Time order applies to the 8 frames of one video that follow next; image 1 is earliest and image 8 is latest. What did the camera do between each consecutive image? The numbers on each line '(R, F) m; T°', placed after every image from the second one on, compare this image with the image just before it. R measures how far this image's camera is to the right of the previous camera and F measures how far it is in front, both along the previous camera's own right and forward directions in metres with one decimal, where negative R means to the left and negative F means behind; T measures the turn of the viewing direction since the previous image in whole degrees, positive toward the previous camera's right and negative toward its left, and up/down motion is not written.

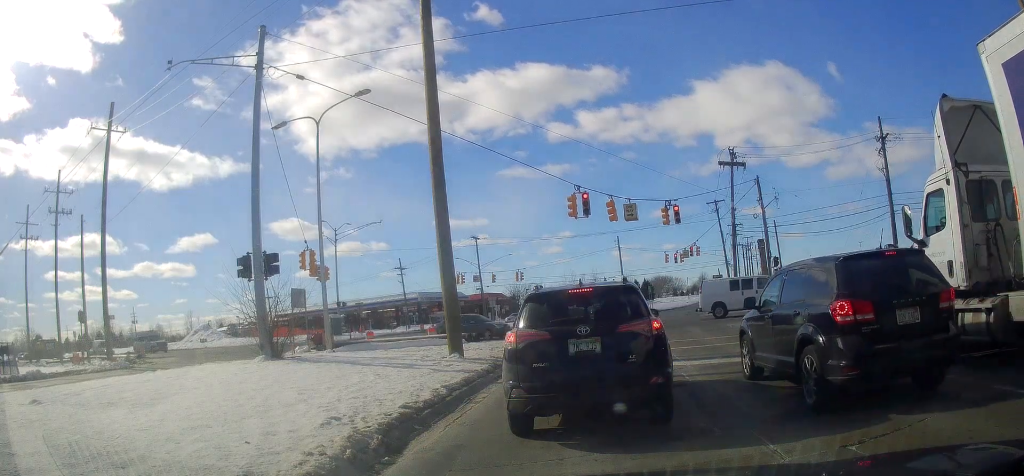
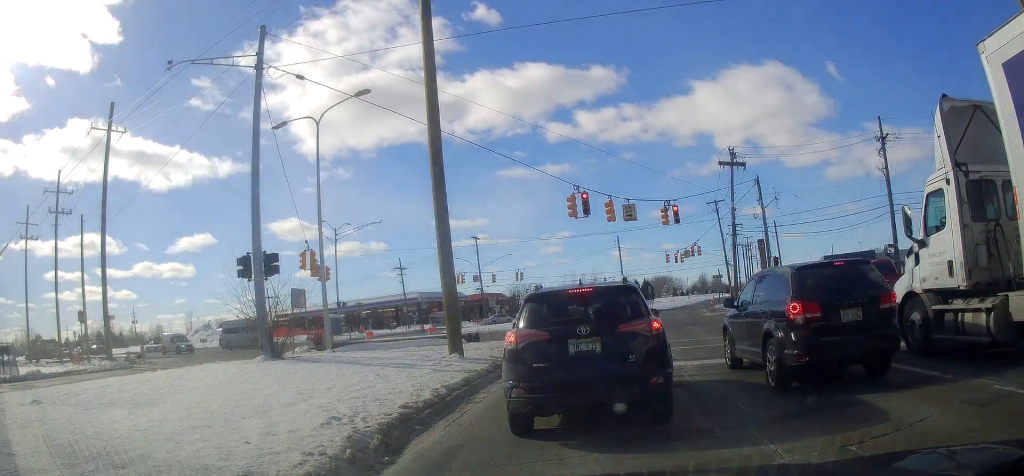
(0.0, 0.0) m; 0°
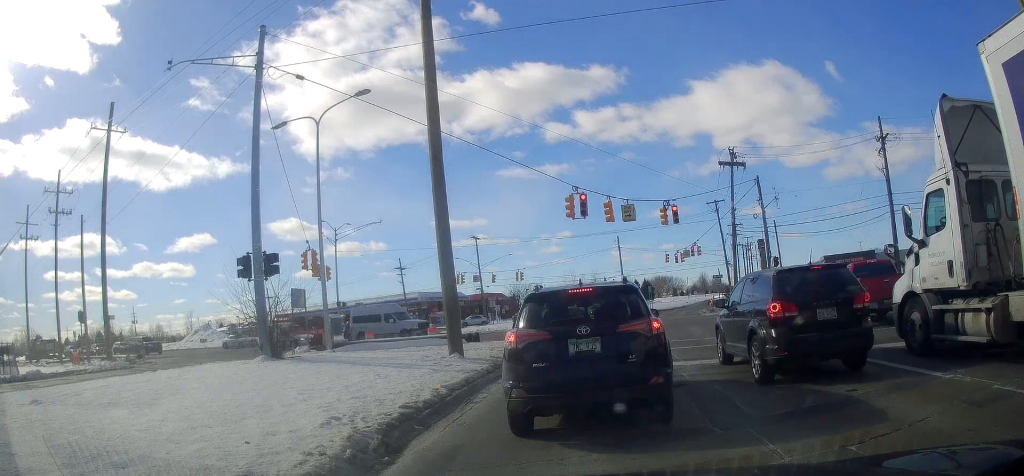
(0.0, 0.0) m; 0°
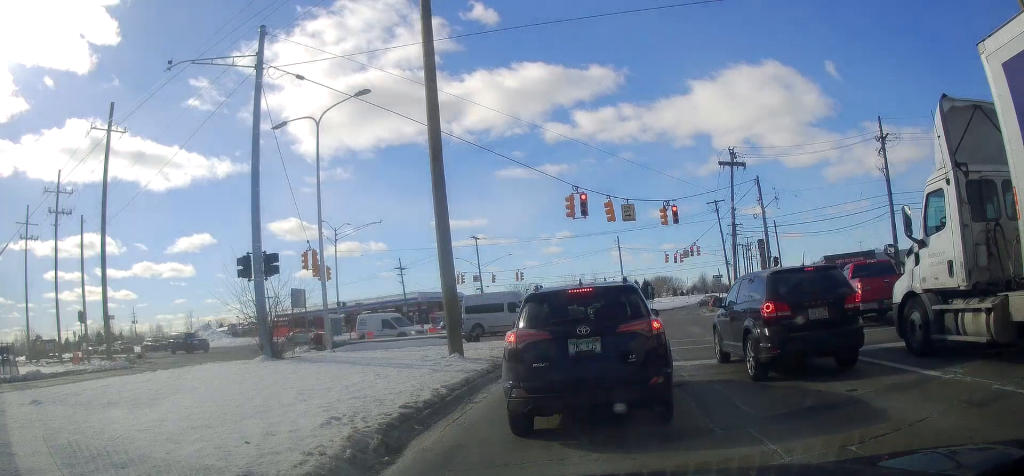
(0.0, 0.0) m; 0°
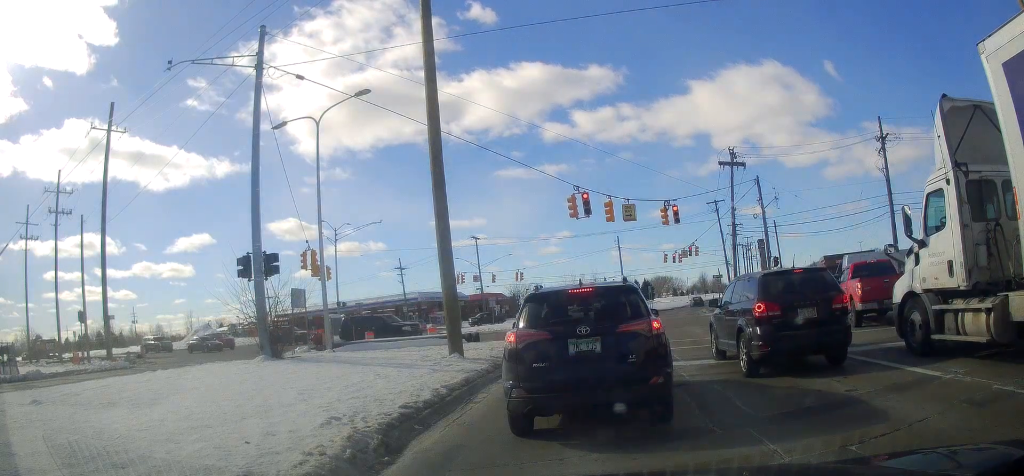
(0.0, 0.0) m; 0°
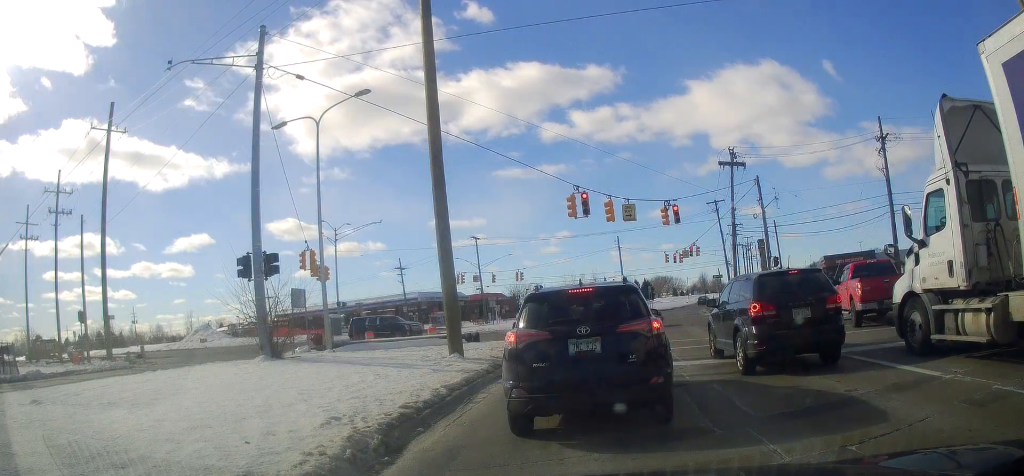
(0.0, 0.0) m; 0°
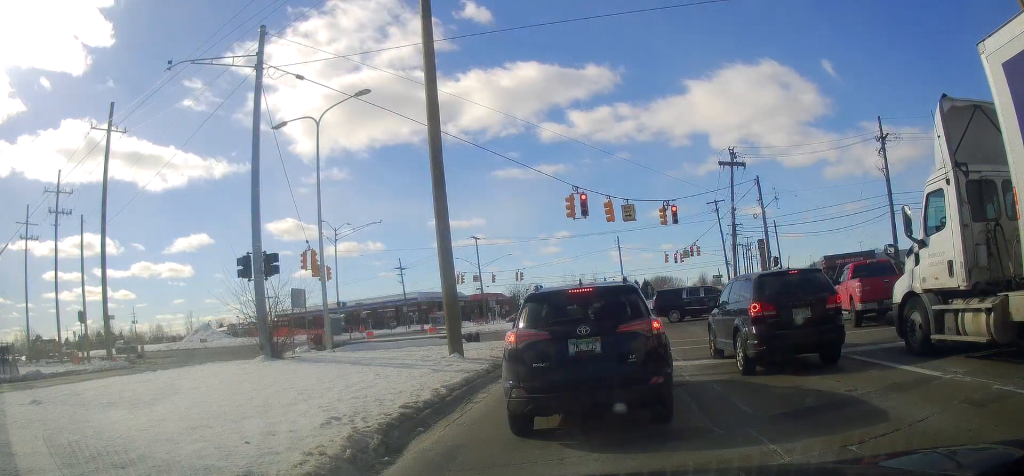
(0.0, 0.0) m; 0°
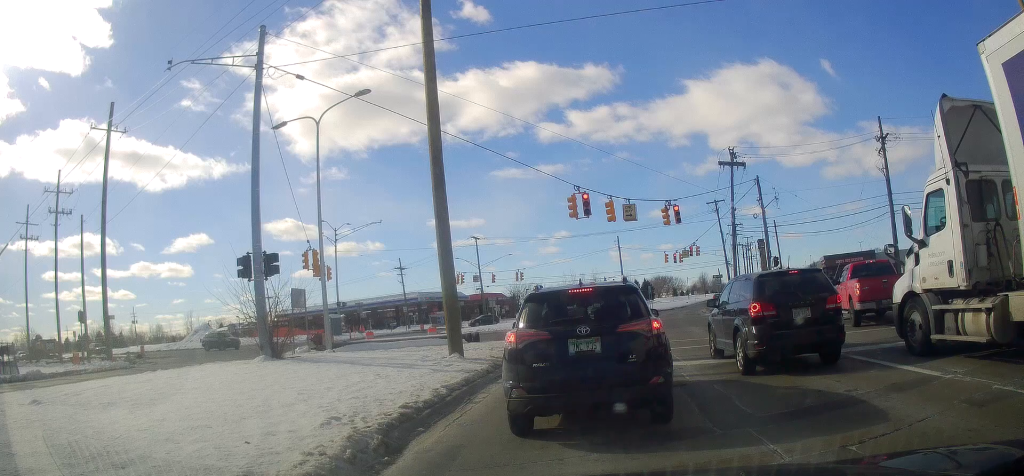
(0.0, 0.0) m; 0°
